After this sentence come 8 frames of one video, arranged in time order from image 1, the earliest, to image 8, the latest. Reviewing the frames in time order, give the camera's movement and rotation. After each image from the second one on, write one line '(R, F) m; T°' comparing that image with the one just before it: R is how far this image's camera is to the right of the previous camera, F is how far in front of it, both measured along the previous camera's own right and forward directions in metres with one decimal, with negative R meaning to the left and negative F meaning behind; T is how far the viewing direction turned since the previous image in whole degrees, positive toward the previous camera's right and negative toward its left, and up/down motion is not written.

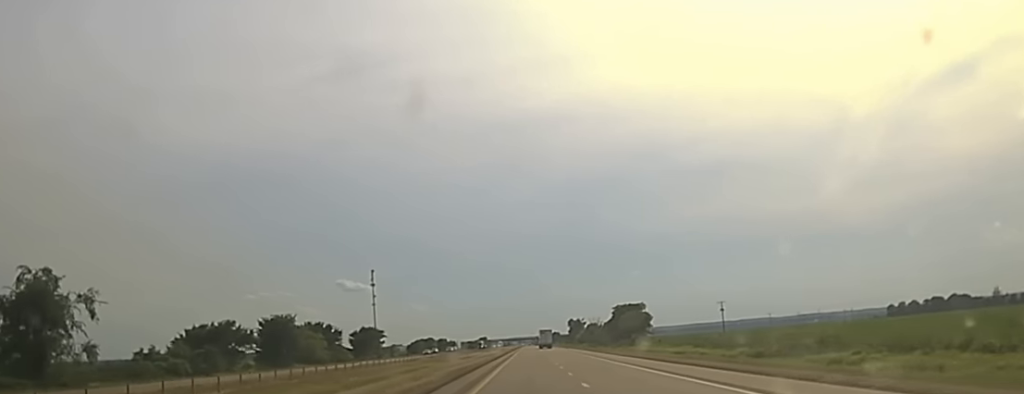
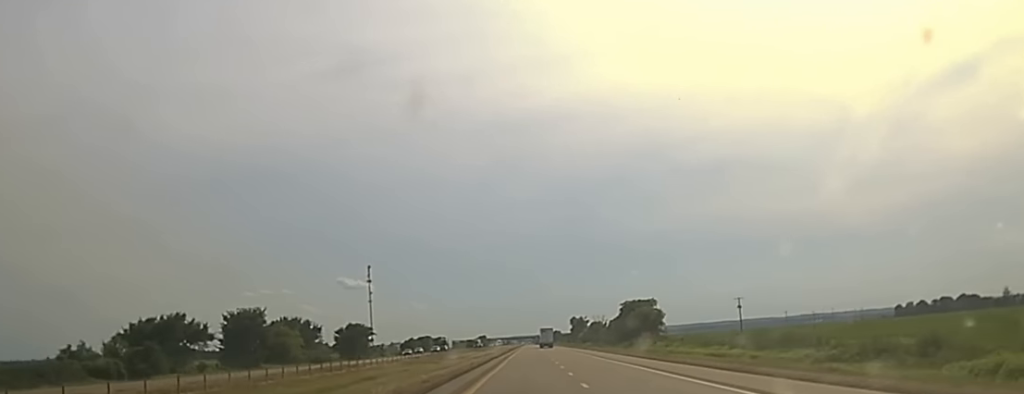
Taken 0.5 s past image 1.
(+0.1, +24.5) m; 0°
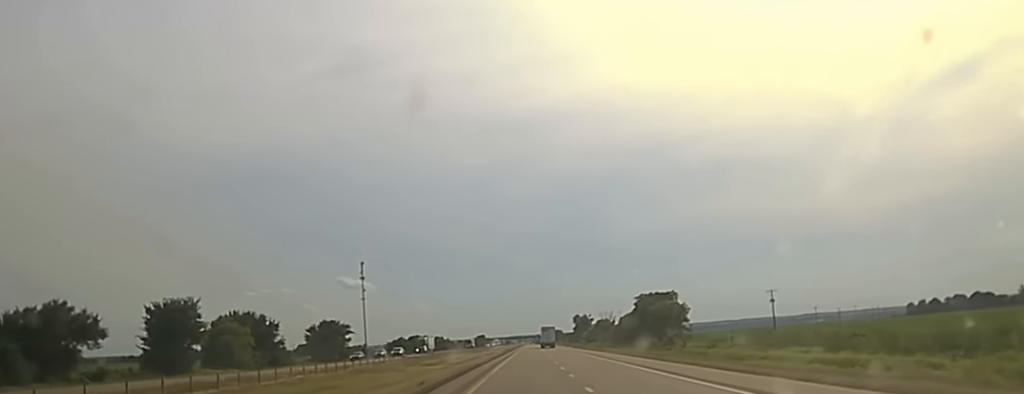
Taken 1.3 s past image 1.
(-0.4, +36.2) m; 0°
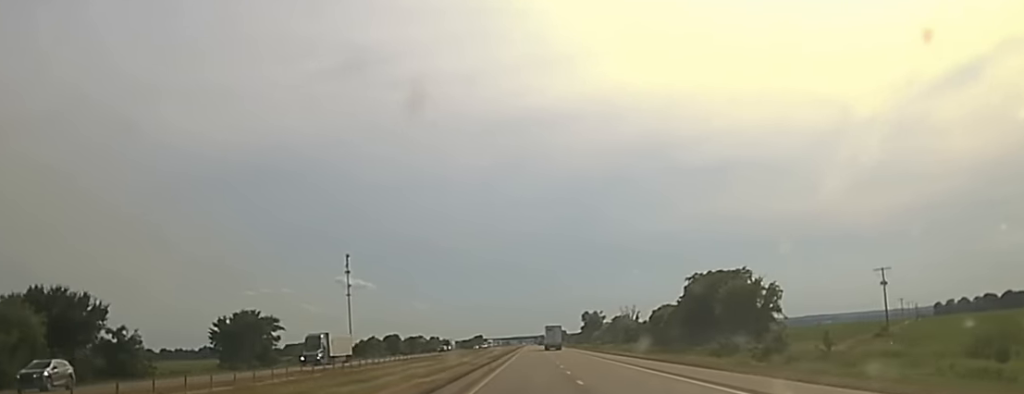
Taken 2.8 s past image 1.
(+0.4, +70.8) m; 0°
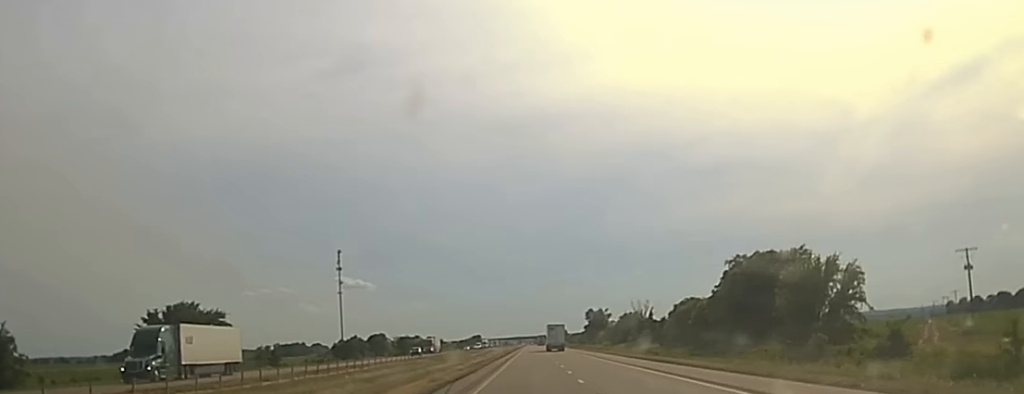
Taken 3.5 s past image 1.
(-0.1, +29.8) m; 0°
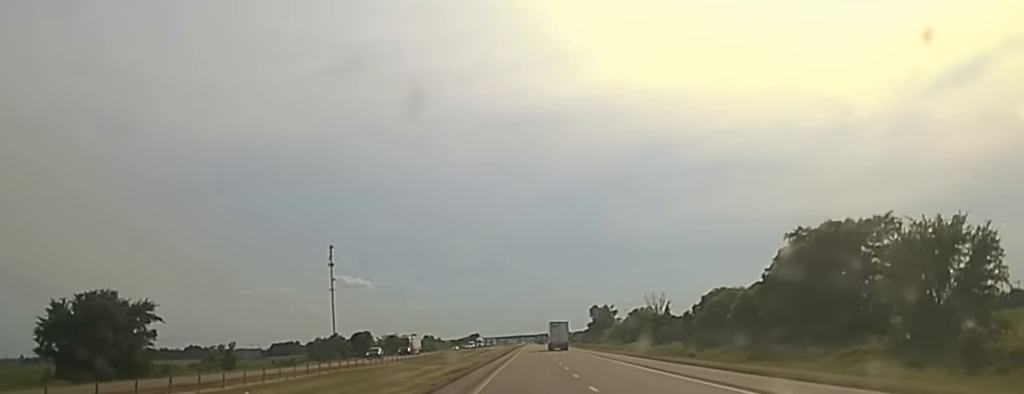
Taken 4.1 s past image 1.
(0.0, +25.3) m; 0°
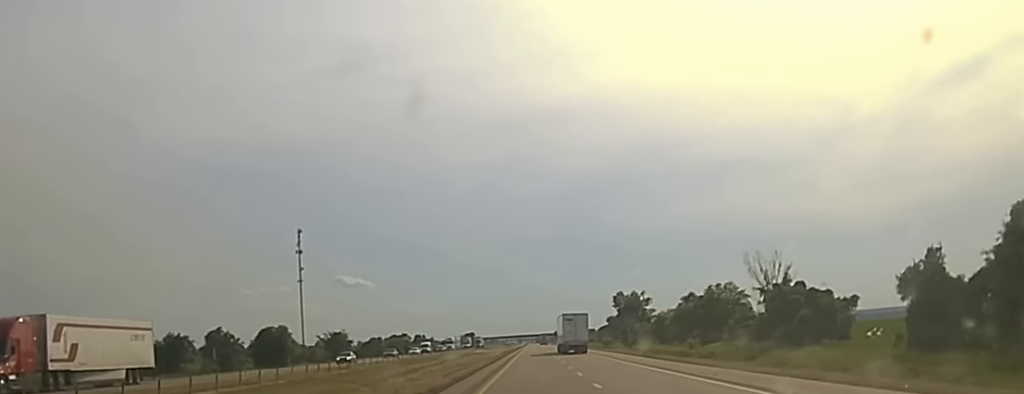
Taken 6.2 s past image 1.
(+0.1, +92.3) m; 0°
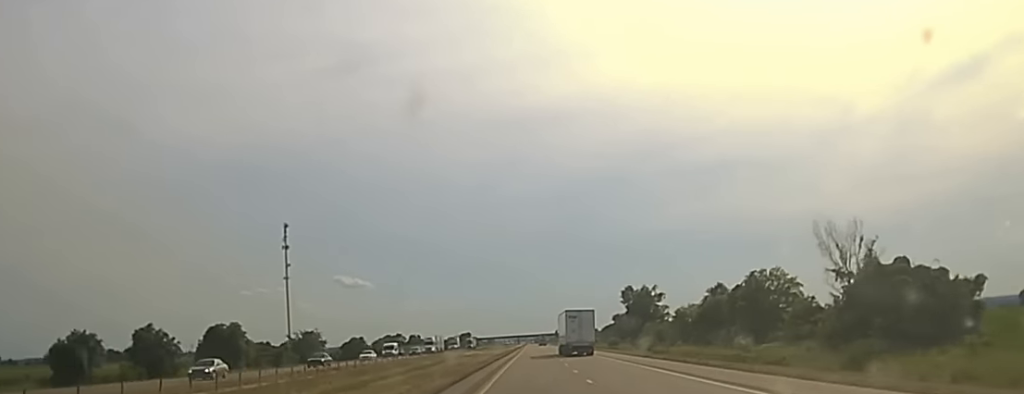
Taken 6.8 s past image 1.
(0.0, +30.4) m; 0°
